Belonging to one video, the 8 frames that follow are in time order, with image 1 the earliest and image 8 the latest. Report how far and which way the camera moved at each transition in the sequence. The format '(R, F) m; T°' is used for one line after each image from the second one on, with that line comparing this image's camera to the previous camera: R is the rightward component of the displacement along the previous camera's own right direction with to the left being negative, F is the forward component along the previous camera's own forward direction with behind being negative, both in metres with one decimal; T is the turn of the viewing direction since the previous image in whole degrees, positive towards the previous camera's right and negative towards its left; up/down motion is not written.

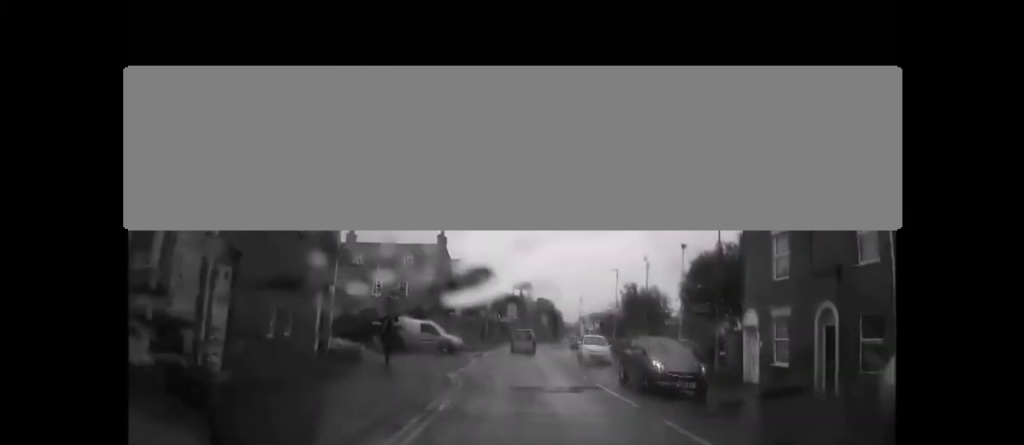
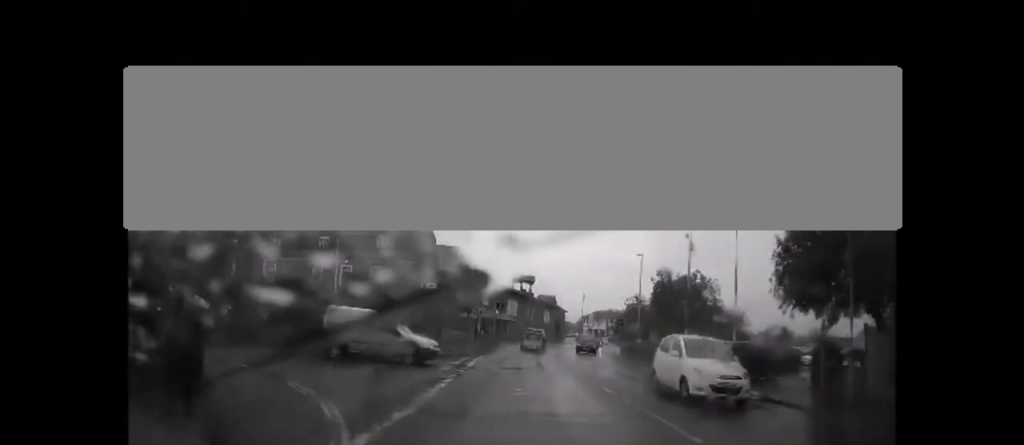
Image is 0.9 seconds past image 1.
(-0.1, +9.4) m; 0°
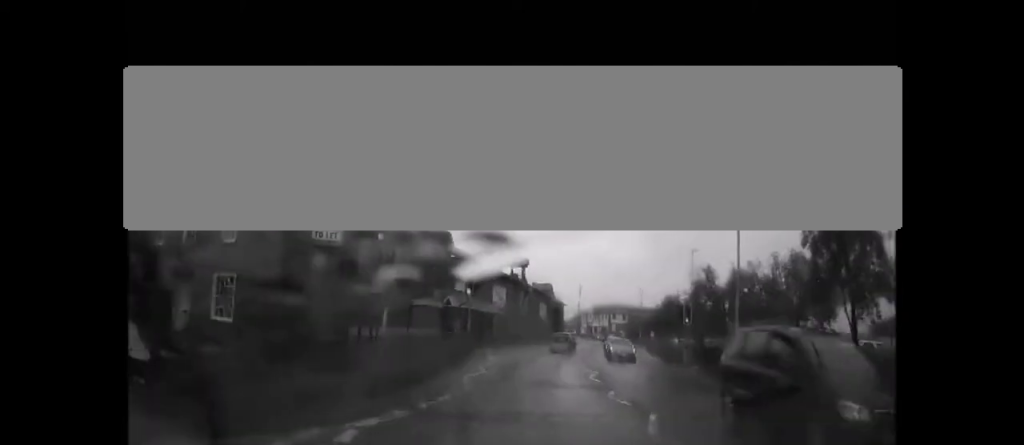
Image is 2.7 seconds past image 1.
(0.0, +19.8) m; 0°
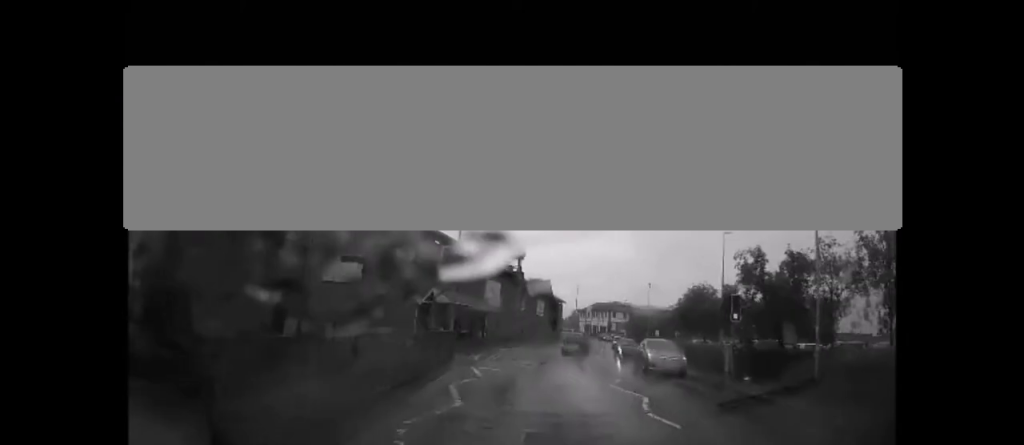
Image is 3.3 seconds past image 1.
(+0.1, +6.7) m; +2°
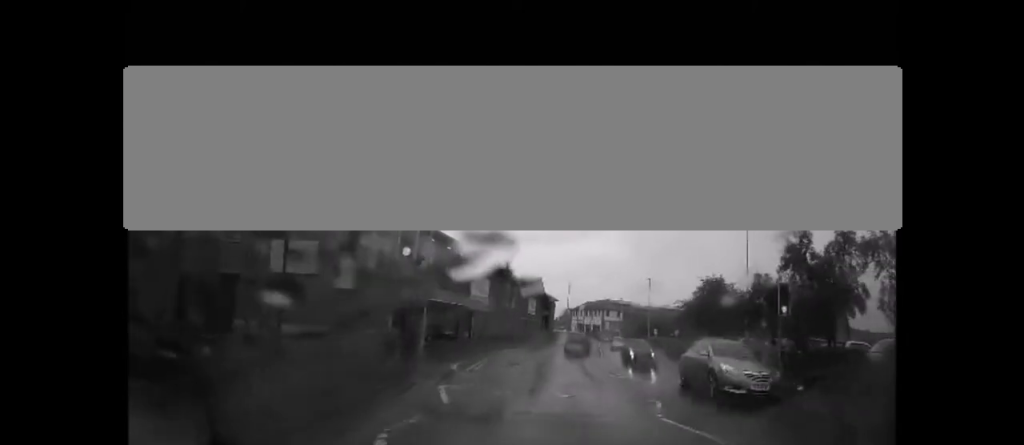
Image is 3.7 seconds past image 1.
(-0.1, +4.8) m; +2°
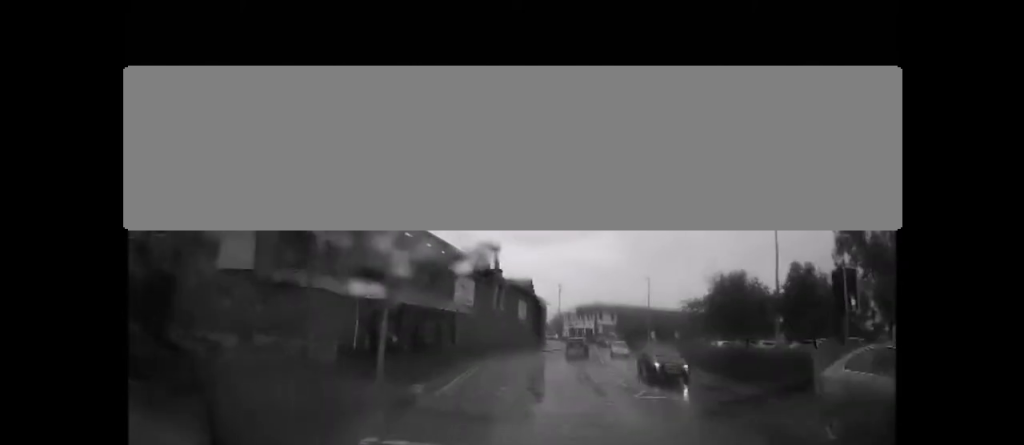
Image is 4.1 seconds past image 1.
(+0.2, +4.5) m; +1°
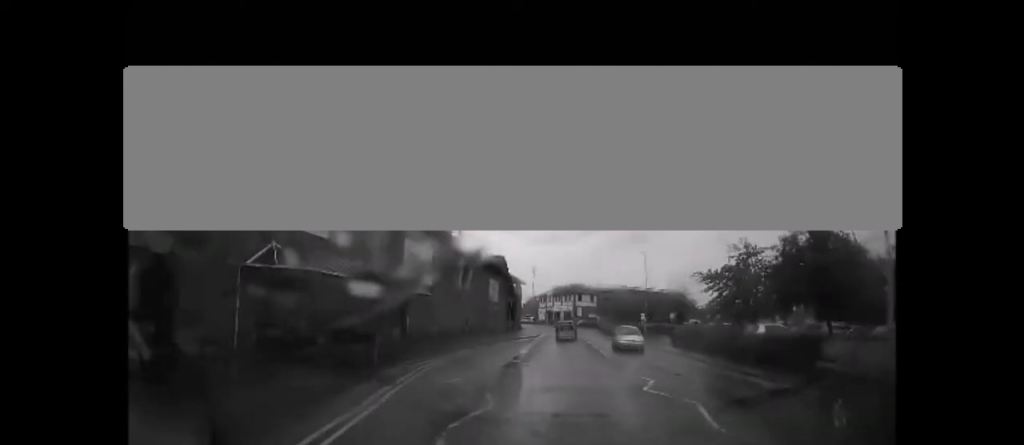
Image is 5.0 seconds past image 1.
(+0.4, +9.8) m; +3°
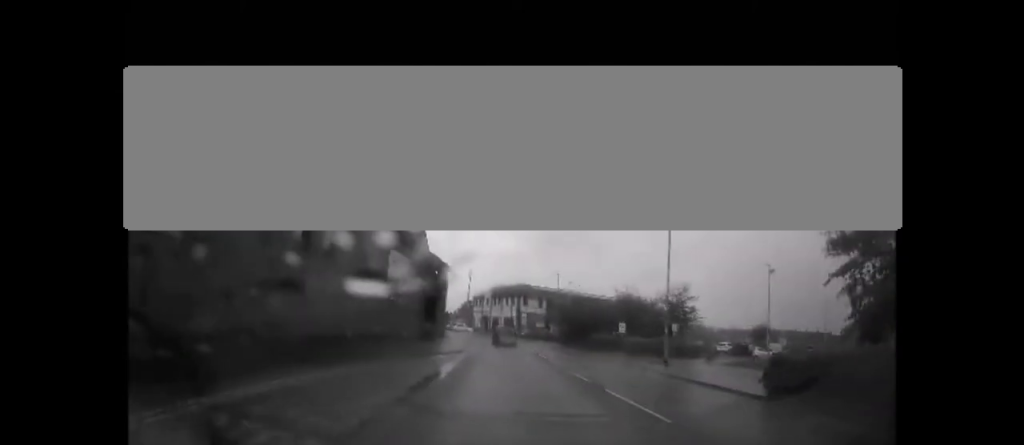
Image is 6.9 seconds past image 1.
(+1.1, +22.4) m; +6°
